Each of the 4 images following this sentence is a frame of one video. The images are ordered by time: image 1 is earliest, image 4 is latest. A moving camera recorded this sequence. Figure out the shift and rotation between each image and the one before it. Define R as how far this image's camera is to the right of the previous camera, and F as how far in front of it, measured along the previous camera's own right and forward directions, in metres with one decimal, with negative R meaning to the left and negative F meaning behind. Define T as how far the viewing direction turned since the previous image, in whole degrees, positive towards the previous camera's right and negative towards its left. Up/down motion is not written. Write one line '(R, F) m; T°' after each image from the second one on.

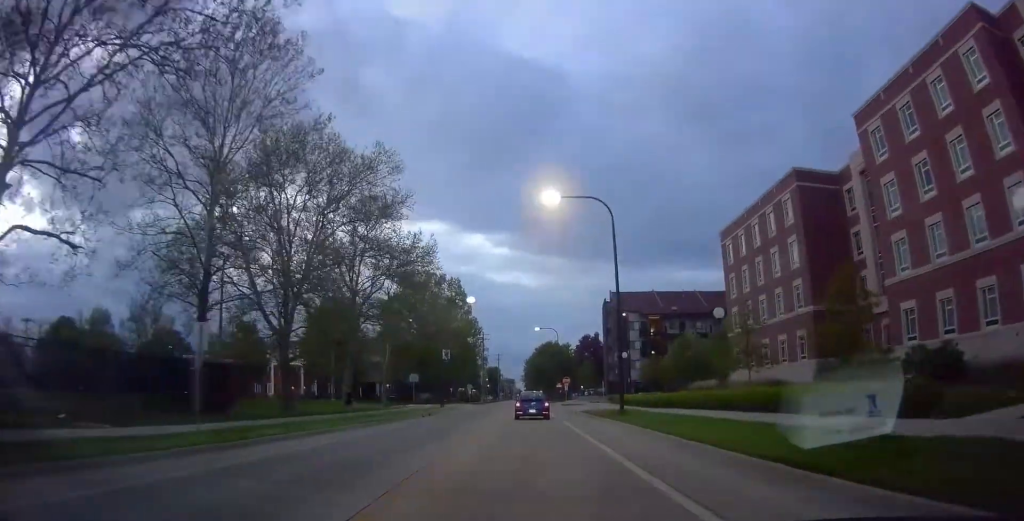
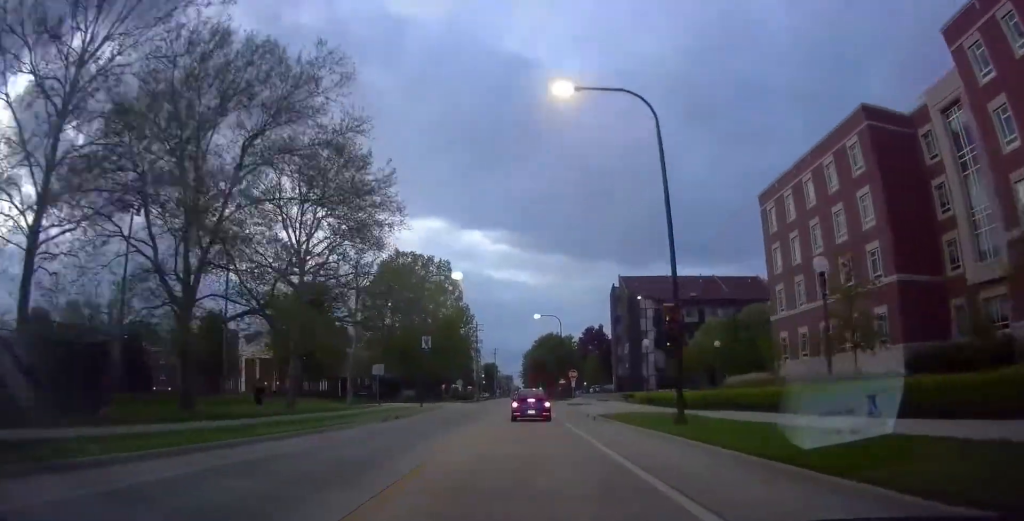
(0.0, +11.2) m; 0°
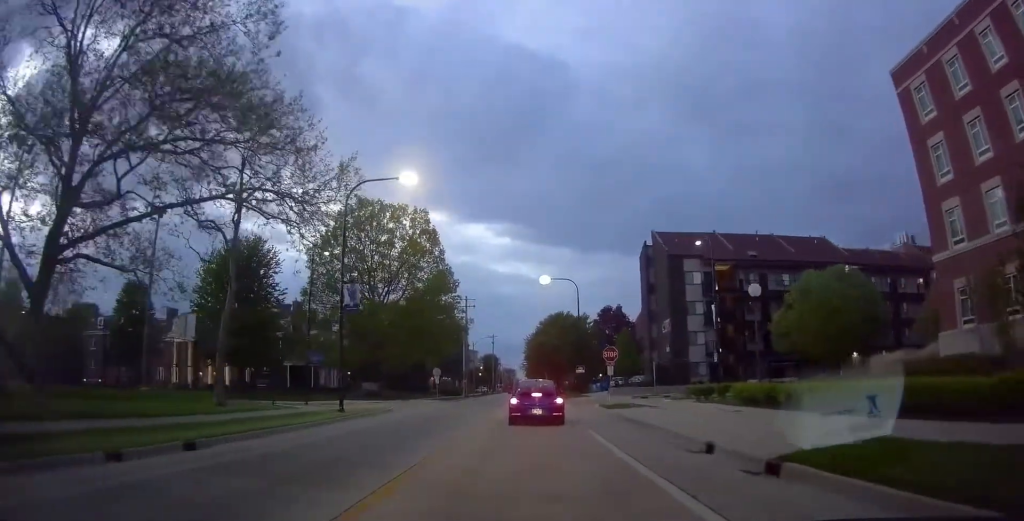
(0.0, +23.4) m; 0°
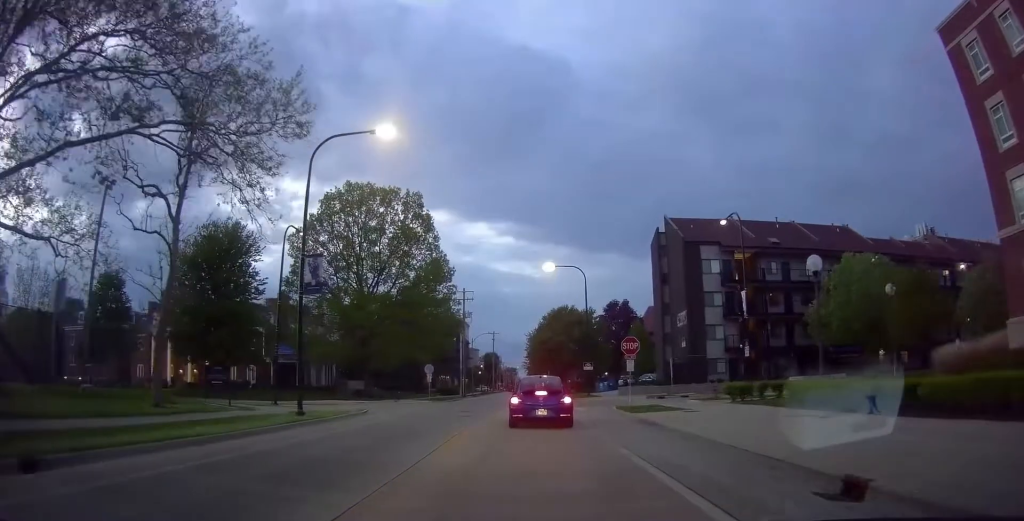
(0.0, +6.1) m; 0°
